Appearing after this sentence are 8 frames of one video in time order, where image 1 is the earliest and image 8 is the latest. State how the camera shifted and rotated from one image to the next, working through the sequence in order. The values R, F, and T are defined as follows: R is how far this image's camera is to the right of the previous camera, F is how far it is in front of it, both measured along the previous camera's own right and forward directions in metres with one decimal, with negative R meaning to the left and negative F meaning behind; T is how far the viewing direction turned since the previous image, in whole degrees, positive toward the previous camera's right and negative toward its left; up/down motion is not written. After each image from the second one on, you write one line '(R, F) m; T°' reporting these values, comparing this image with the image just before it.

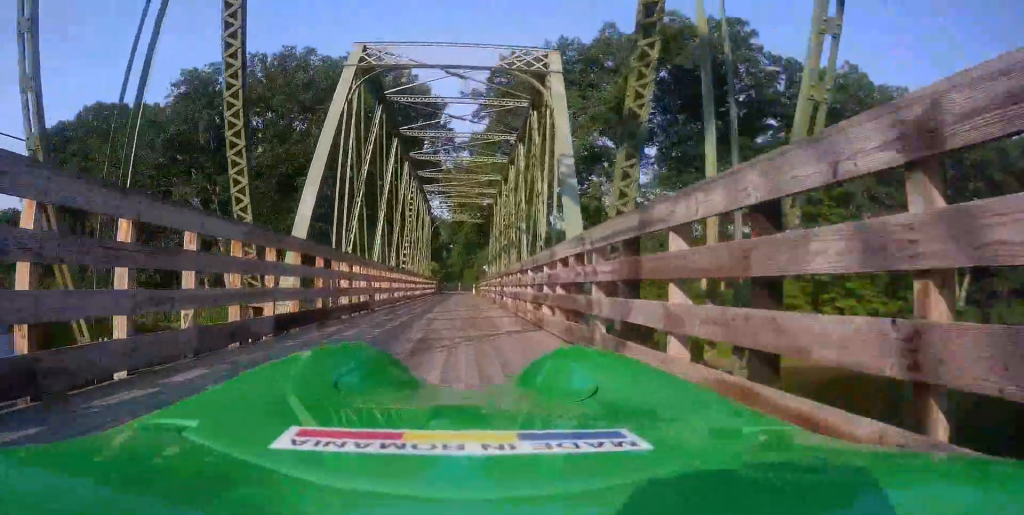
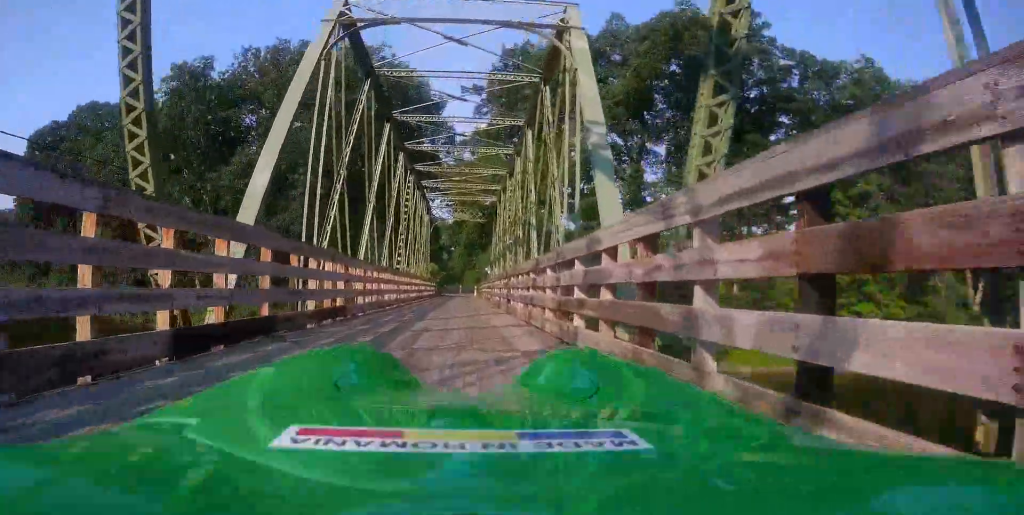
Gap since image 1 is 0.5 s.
(0.0, +3.1) m; +1°
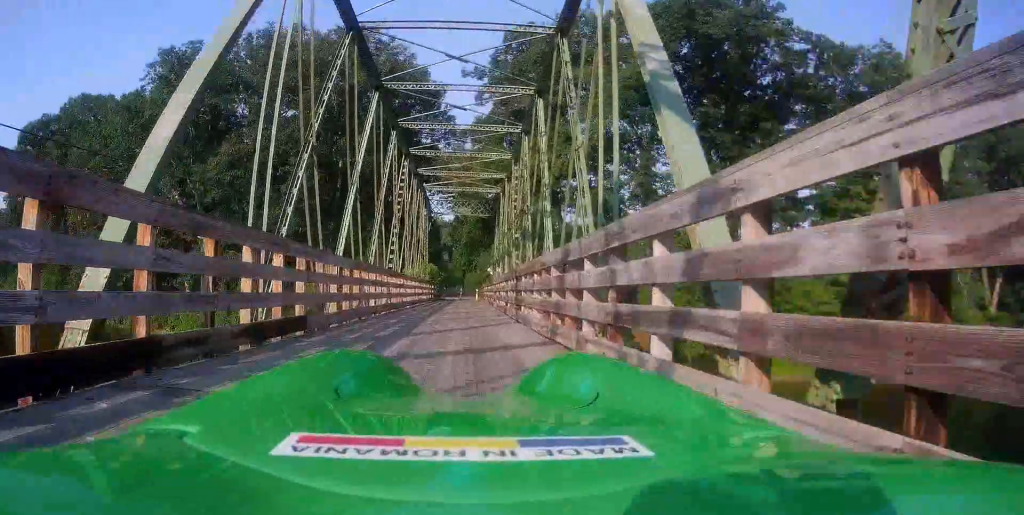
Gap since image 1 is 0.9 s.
(+0.1, +3.1) m; +1°
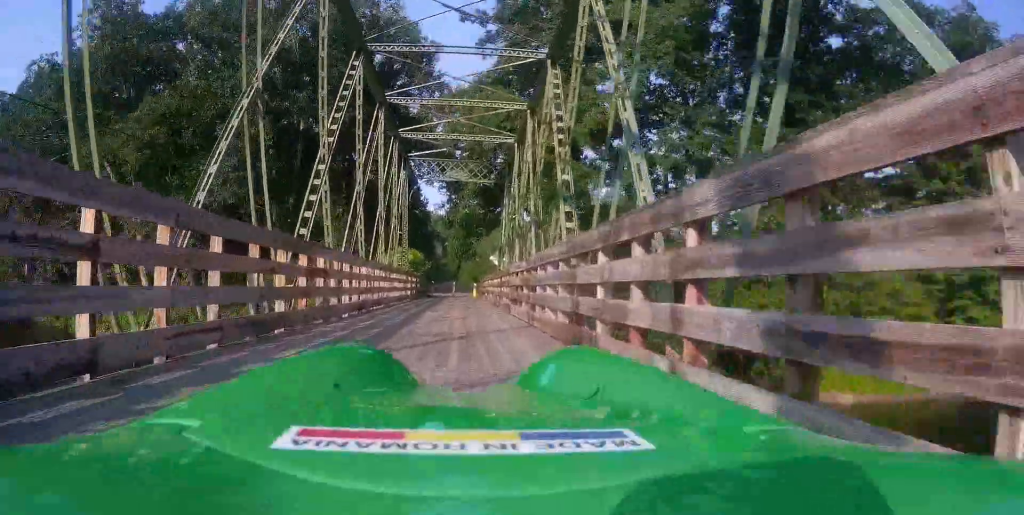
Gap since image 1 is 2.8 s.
(+0.3, +13.2) m; +1°
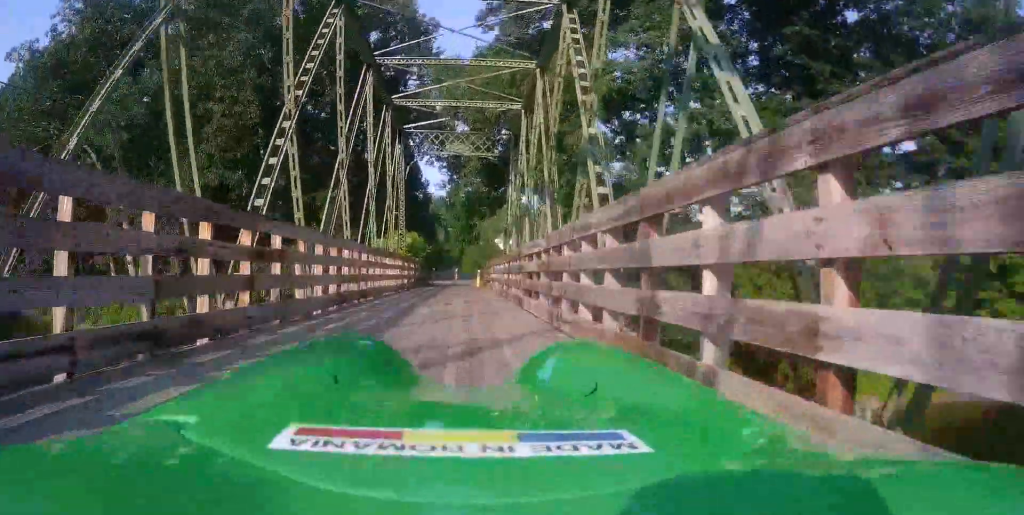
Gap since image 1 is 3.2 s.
(0.0, +2.9) m; 0°
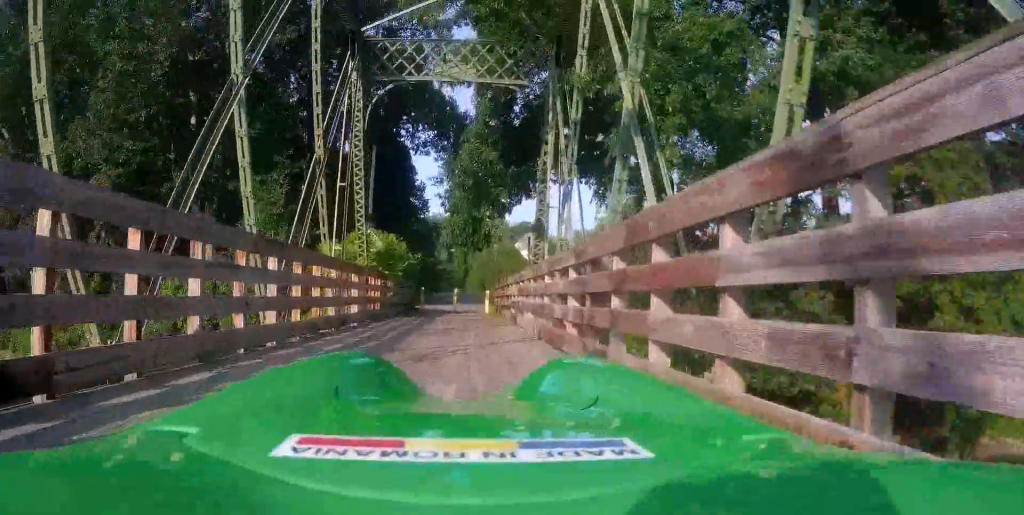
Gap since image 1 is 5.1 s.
(+0.6, +12.8) m; +4°
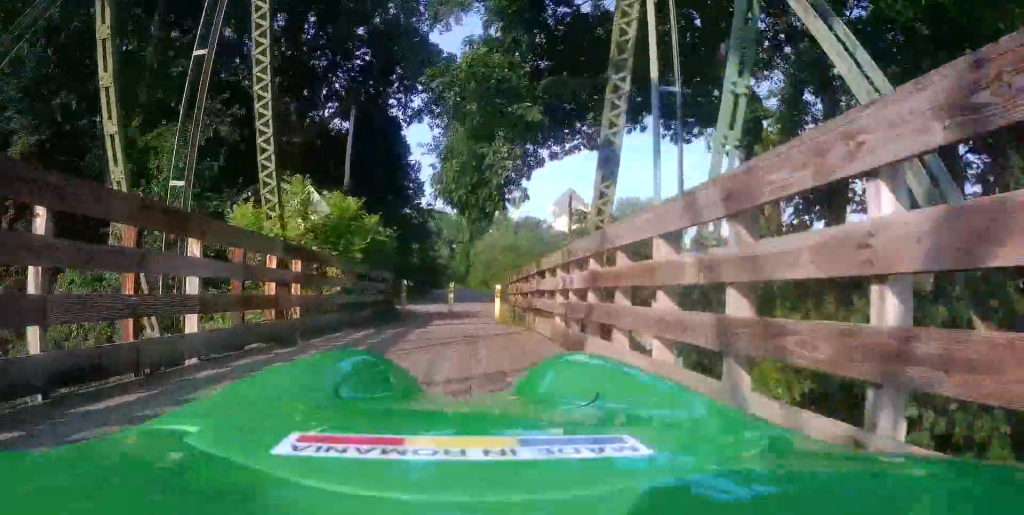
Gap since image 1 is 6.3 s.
(-0.1, +8.8) m; +2°
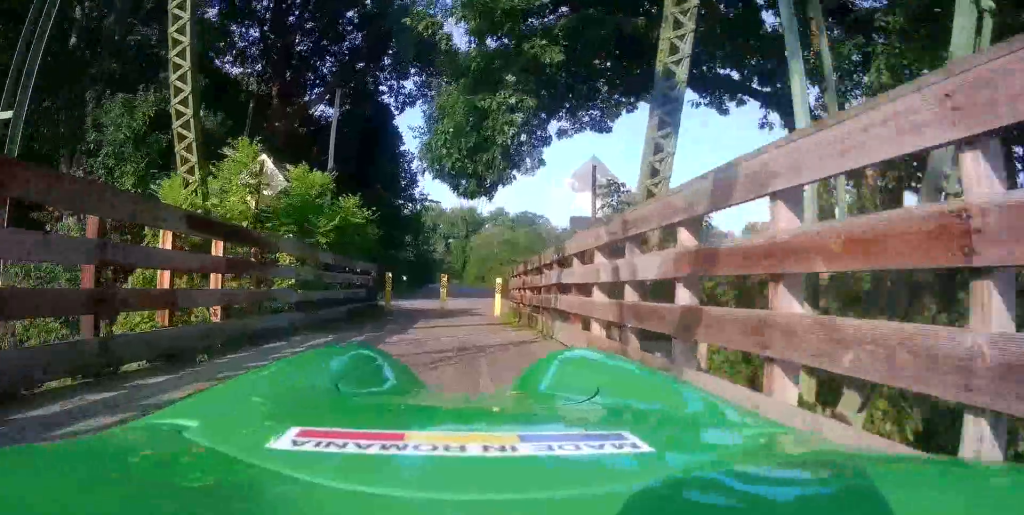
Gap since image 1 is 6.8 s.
(+0.2, +3.3) m; -2°
